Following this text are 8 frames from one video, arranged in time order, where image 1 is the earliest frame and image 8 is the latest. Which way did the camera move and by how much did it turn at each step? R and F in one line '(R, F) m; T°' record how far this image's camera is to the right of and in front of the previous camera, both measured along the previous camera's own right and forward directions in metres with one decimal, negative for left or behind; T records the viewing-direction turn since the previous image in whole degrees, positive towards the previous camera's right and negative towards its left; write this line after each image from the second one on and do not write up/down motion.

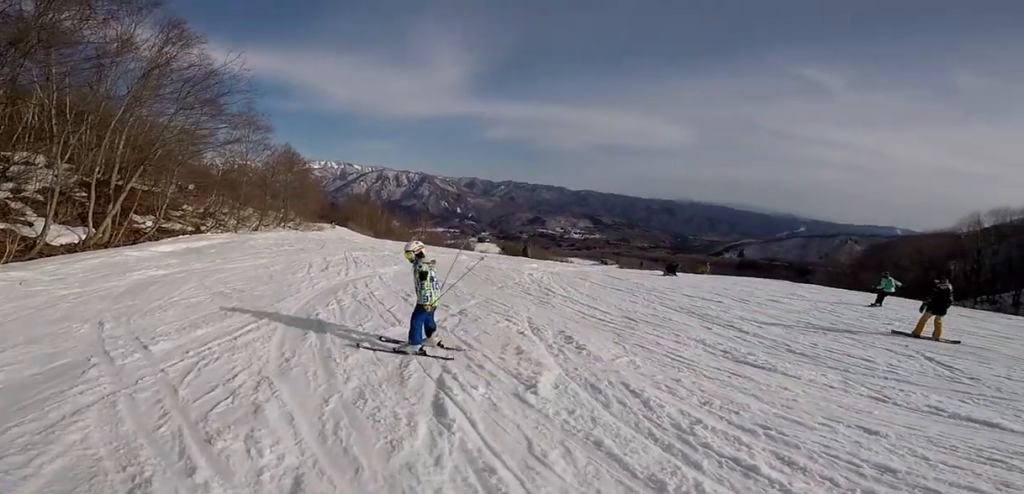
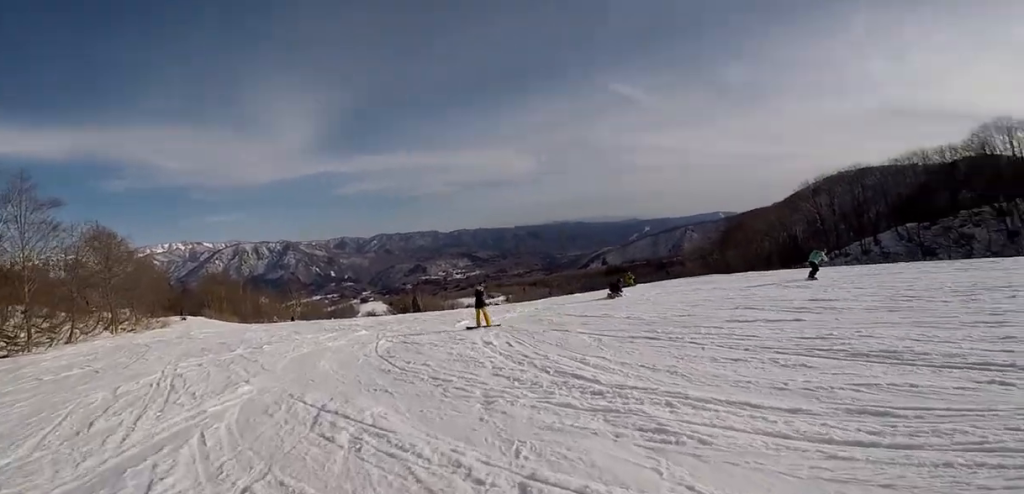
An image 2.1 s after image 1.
(+2.6, +7.1) m; +23°
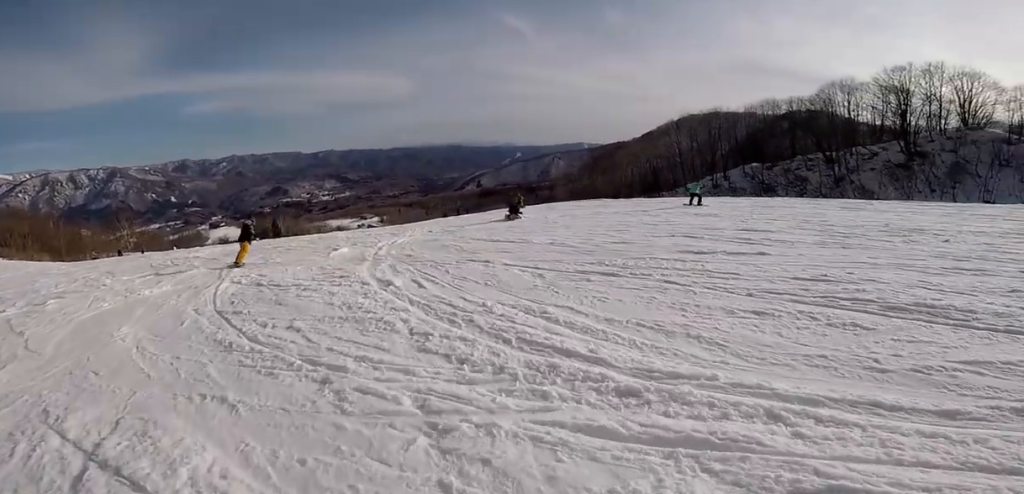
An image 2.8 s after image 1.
(0.0, +2.9) m; -1°
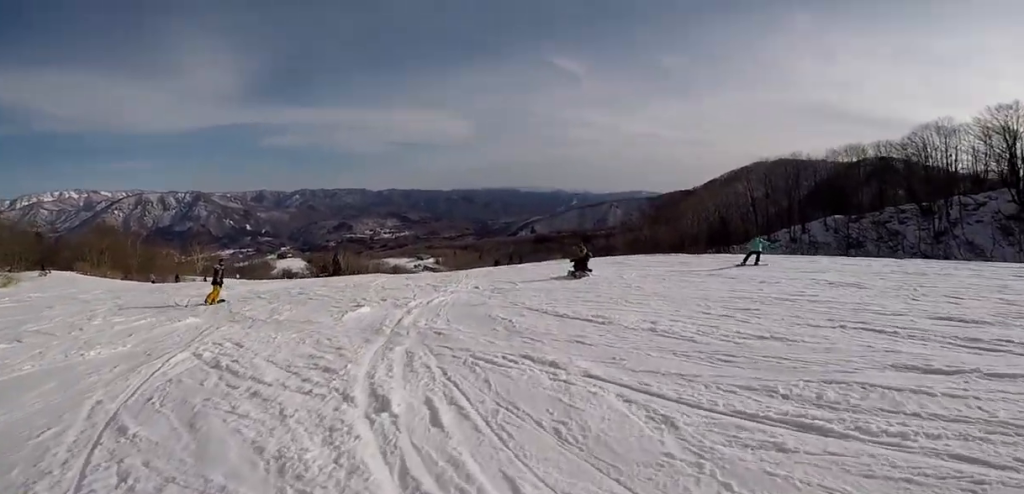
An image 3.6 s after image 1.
(-0.1, +3.5) m; -5°
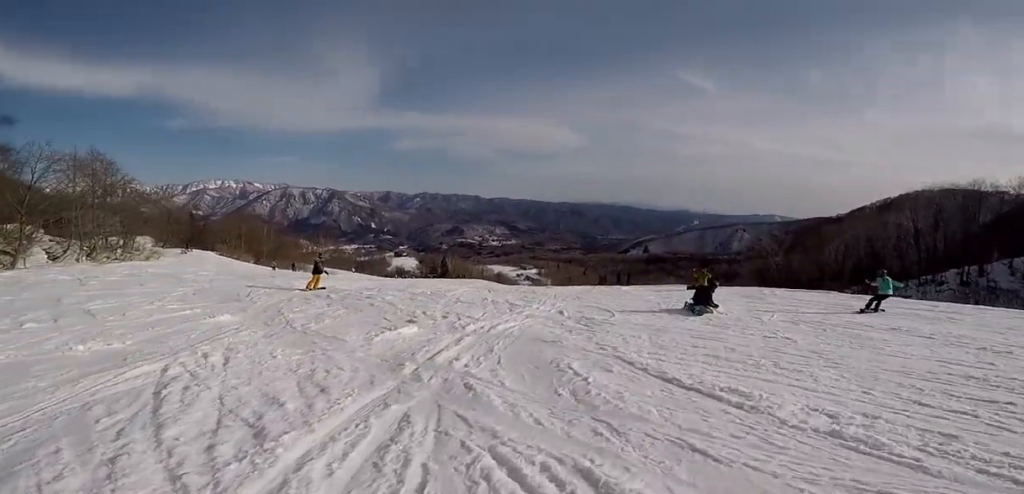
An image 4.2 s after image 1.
(+0.1, +2.6) m; -6°
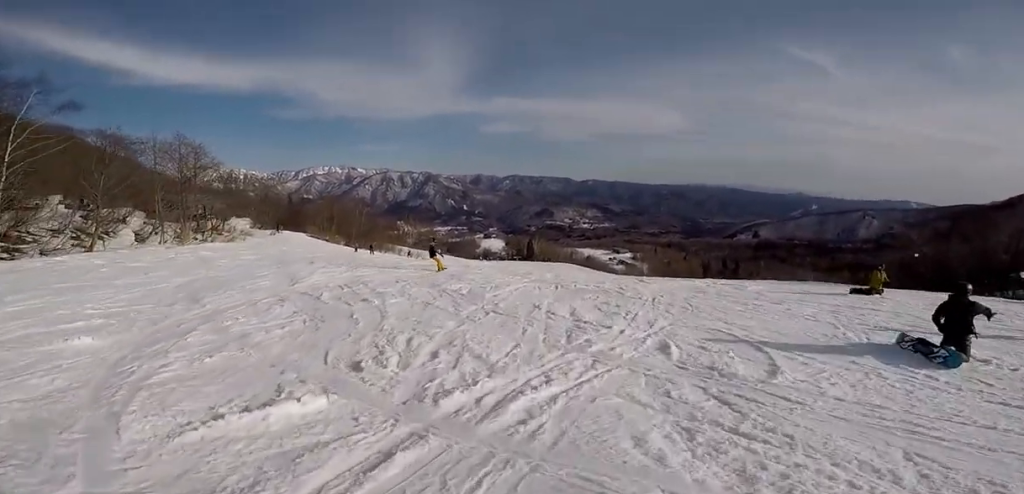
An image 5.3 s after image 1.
(-0.8, +4.8) m; -23°
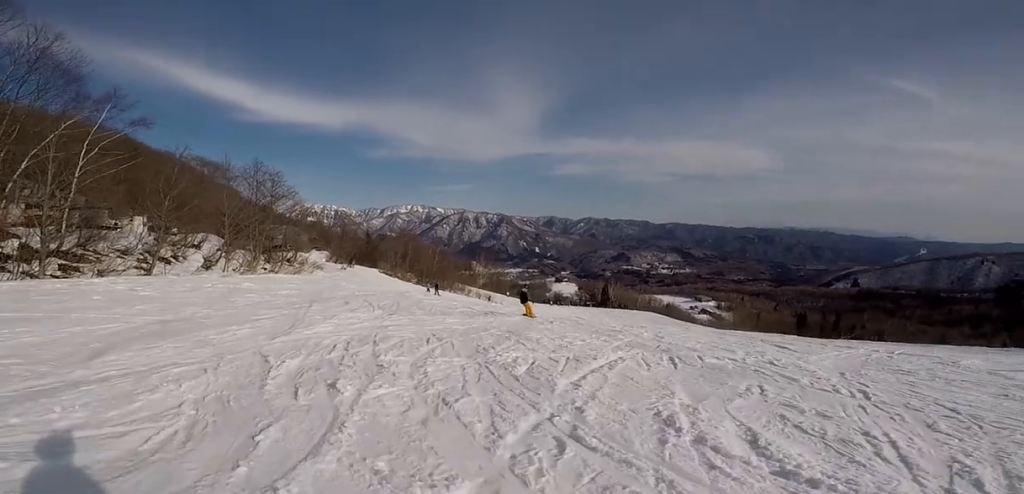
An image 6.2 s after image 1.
(-0.9, +3.7) m; -16°
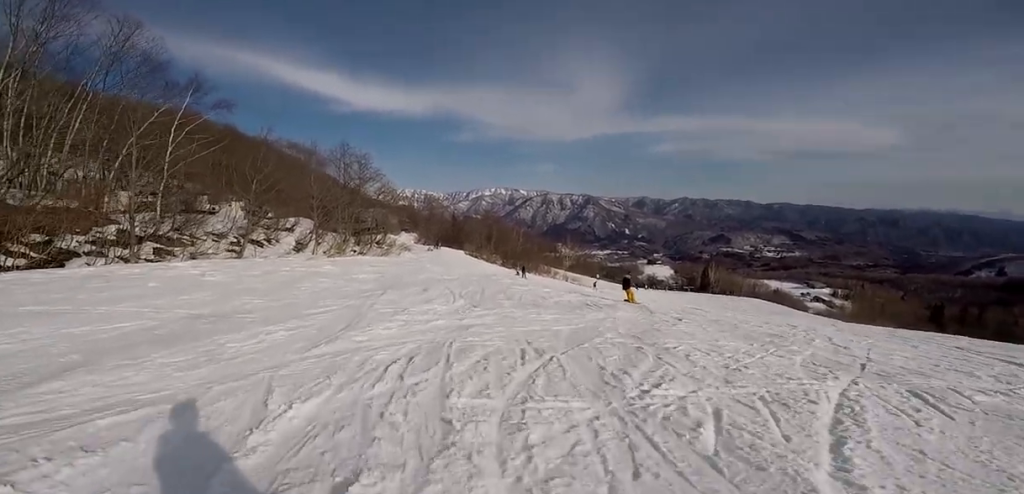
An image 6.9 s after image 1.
(0.0, +2.3) m; -17°
